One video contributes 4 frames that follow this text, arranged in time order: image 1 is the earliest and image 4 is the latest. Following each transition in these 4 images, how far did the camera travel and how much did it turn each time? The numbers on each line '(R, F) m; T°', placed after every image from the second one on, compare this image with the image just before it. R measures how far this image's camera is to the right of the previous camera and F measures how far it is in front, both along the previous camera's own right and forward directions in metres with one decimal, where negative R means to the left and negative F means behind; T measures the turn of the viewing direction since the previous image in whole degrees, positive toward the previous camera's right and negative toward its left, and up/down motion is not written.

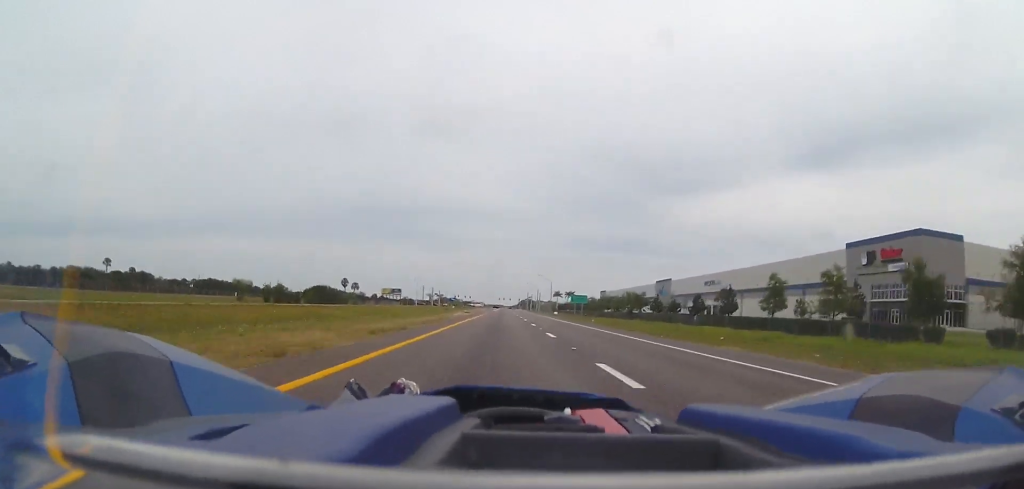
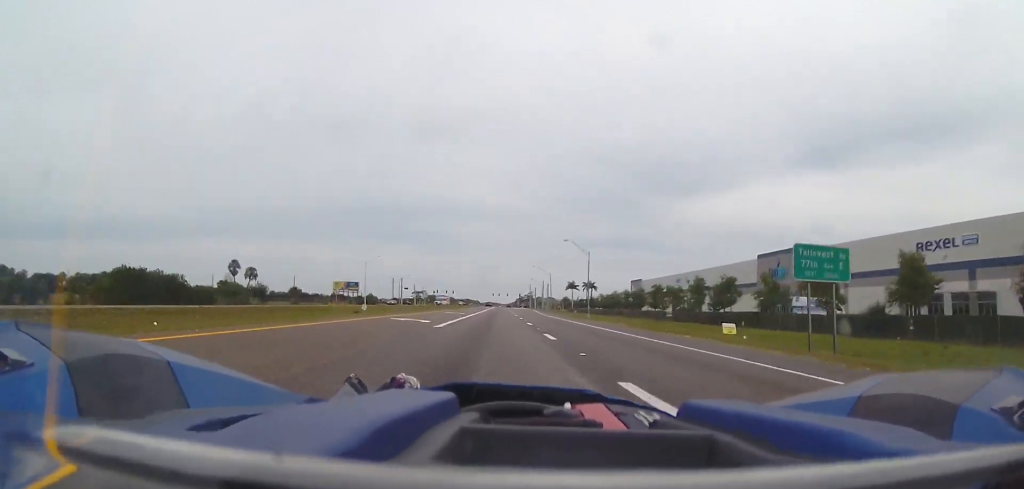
(0.0, +87.9) m; 0°
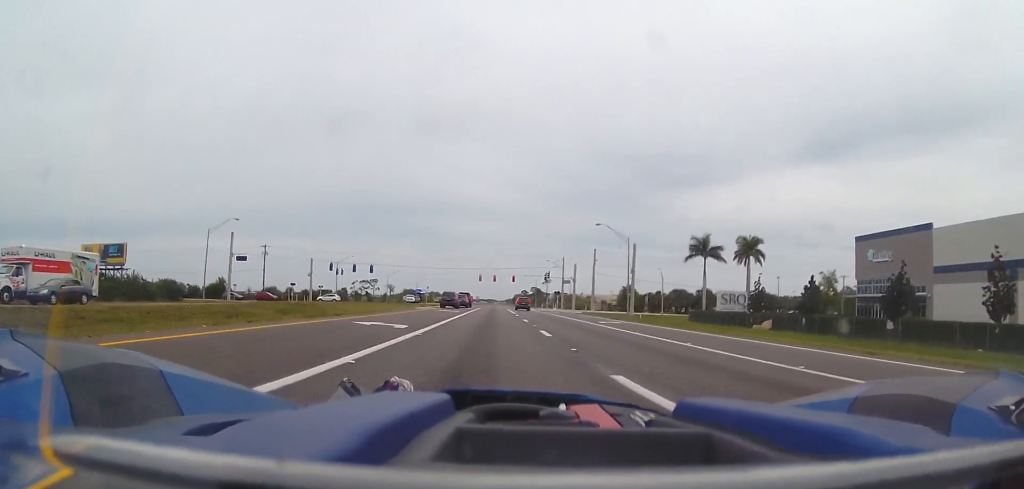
(-2.1, +150.3) m; -1°
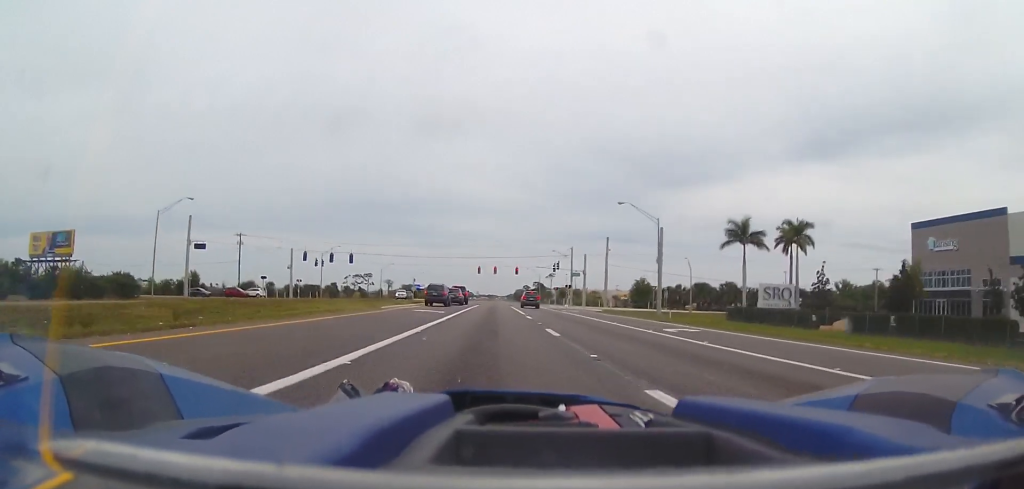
(+0.2, +13.3) m; +1°
